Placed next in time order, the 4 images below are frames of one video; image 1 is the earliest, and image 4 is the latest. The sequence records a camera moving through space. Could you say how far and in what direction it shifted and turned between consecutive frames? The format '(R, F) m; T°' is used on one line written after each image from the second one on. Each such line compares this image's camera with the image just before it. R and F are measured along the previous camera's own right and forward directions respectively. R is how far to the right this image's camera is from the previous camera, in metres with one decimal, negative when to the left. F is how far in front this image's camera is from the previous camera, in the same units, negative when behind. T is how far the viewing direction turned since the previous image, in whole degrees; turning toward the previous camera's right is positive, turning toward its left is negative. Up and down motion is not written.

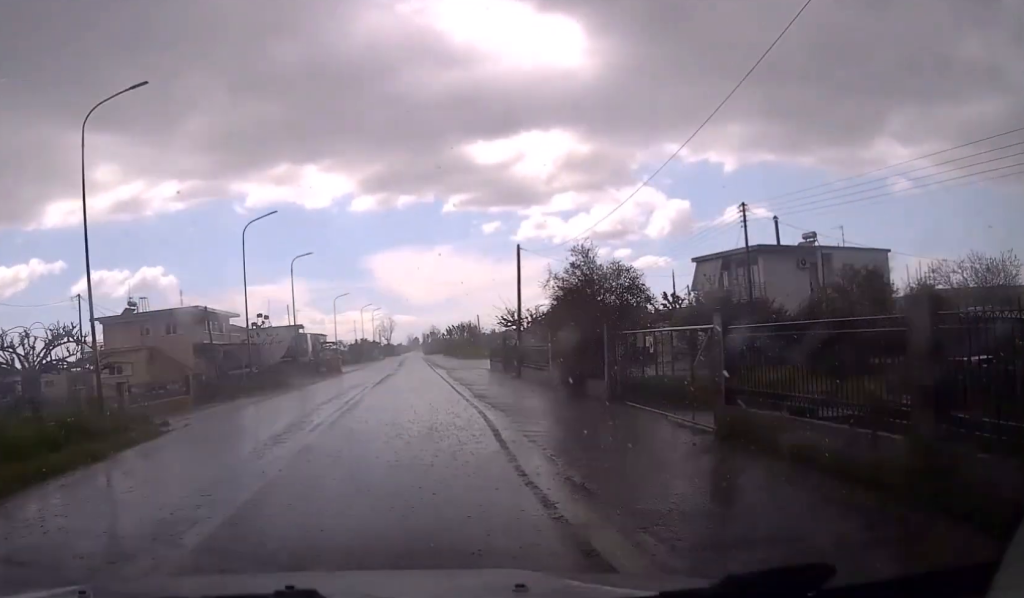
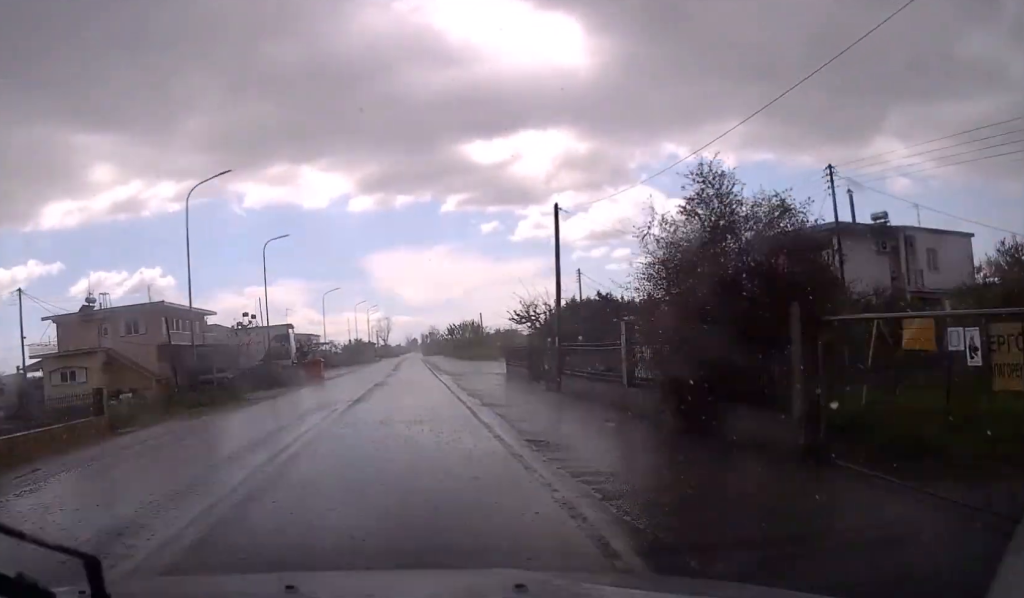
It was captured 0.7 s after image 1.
(-0.1, +10.0) m; 0°
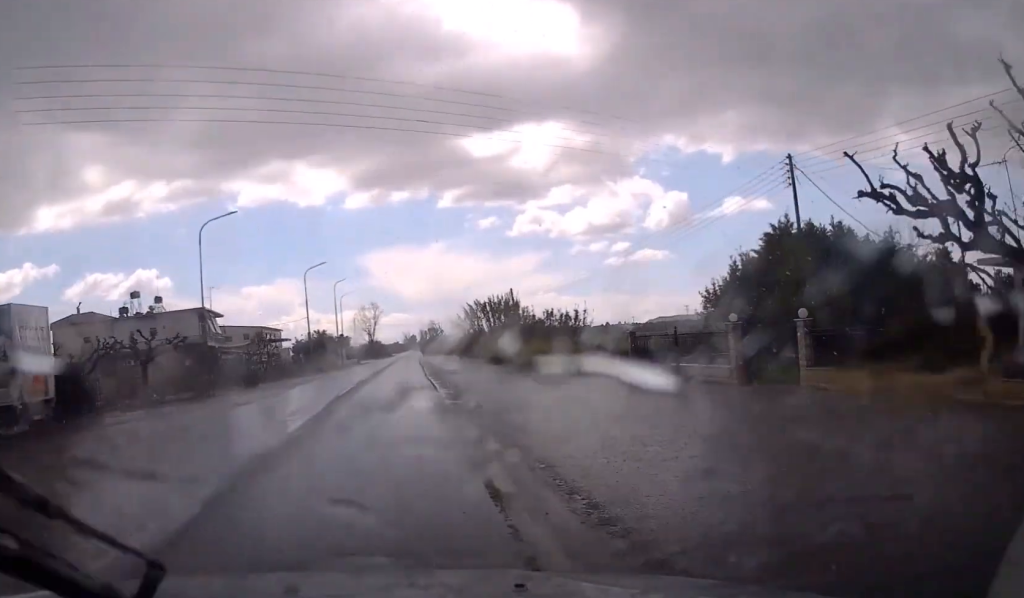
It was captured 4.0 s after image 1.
(-0.3, +48.7) m; 0°
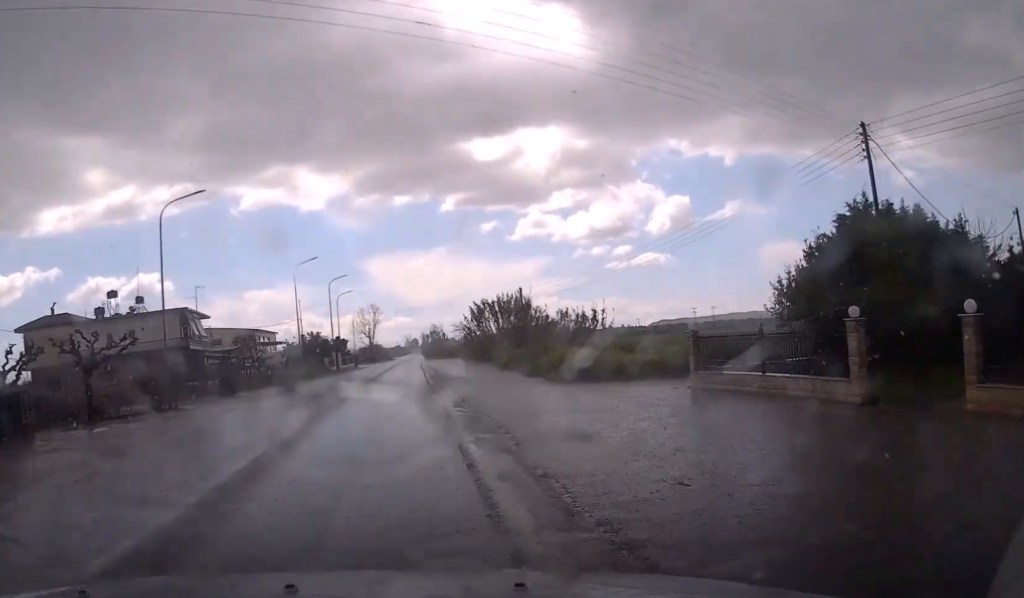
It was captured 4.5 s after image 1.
(0.0, +6.5) m; 0°
